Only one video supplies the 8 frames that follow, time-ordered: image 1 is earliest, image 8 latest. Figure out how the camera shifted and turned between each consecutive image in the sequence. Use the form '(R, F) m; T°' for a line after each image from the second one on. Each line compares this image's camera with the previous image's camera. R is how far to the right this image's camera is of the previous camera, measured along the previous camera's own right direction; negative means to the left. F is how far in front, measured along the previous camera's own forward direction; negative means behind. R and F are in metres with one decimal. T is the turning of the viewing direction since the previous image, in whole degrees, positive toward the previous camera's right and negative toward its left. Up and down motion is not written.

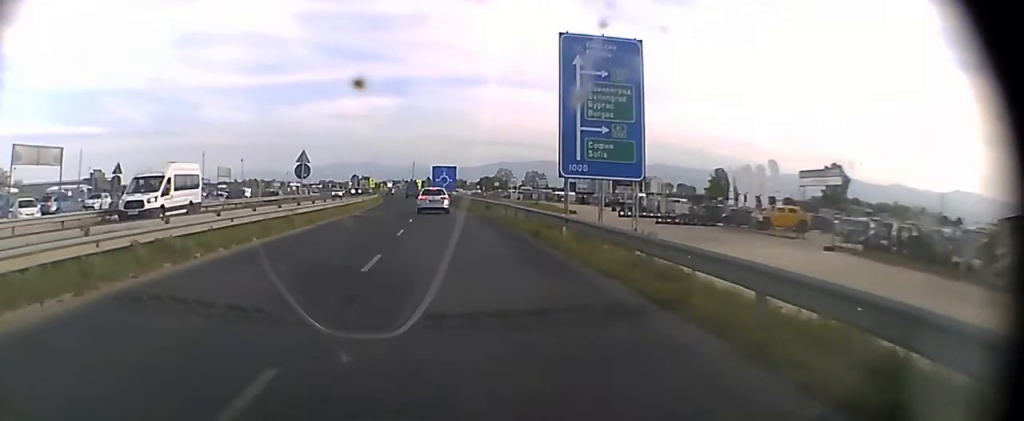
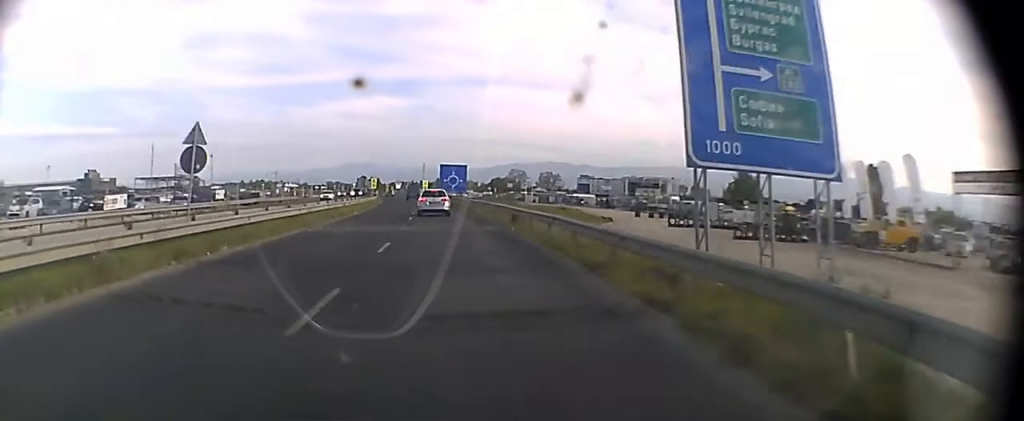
(0.0, +13.9) m; 0°
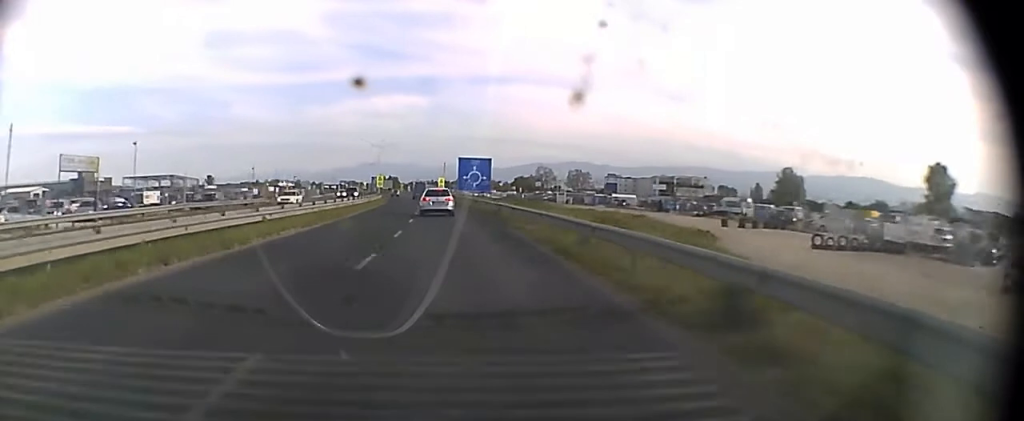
(-0.1, +21.7) m; -2°
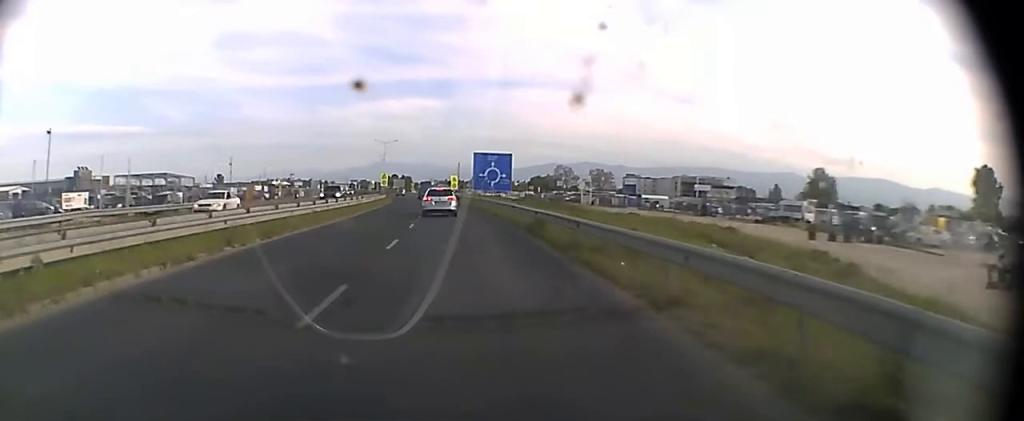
(-0.2, +13.6) m; -1°
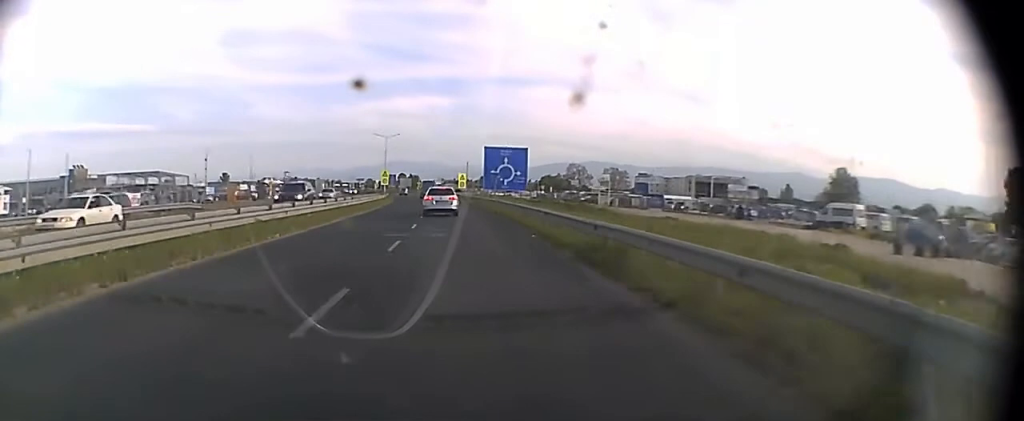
(-0.1, +9.6) m; -1°
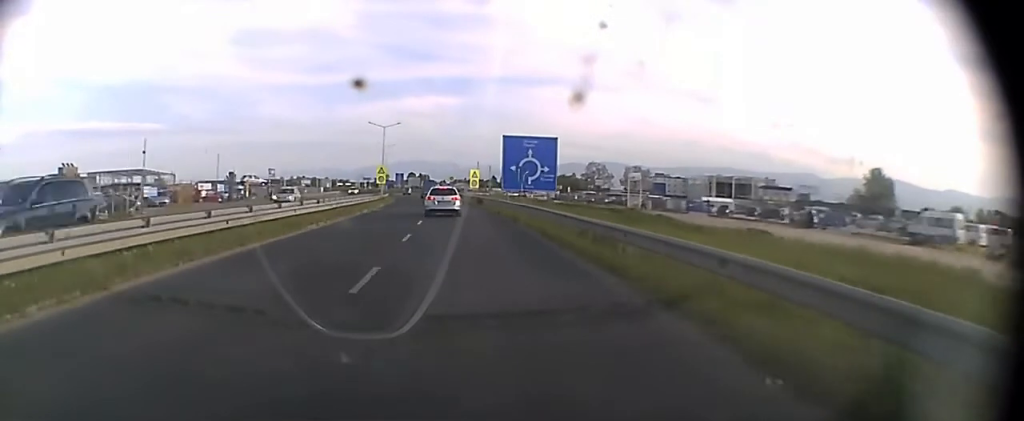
(-0.1, +15.3) m; -1°
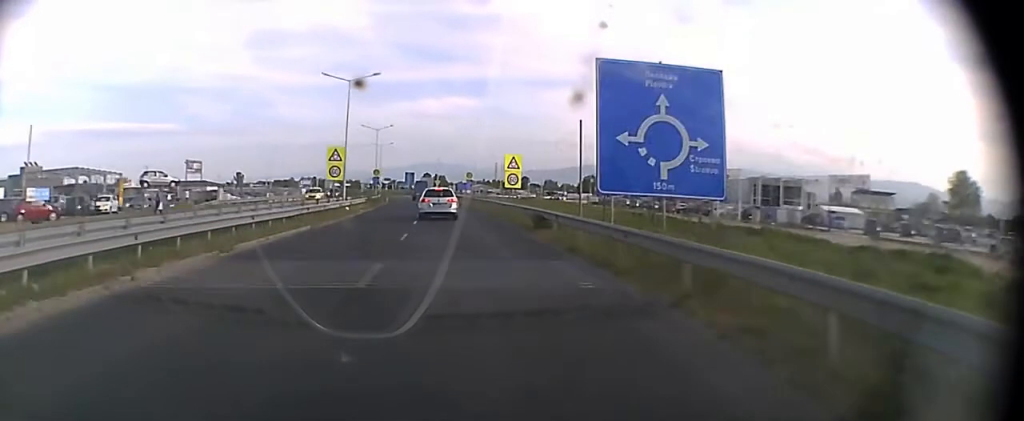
(-0.6, +37.2) m; -2°
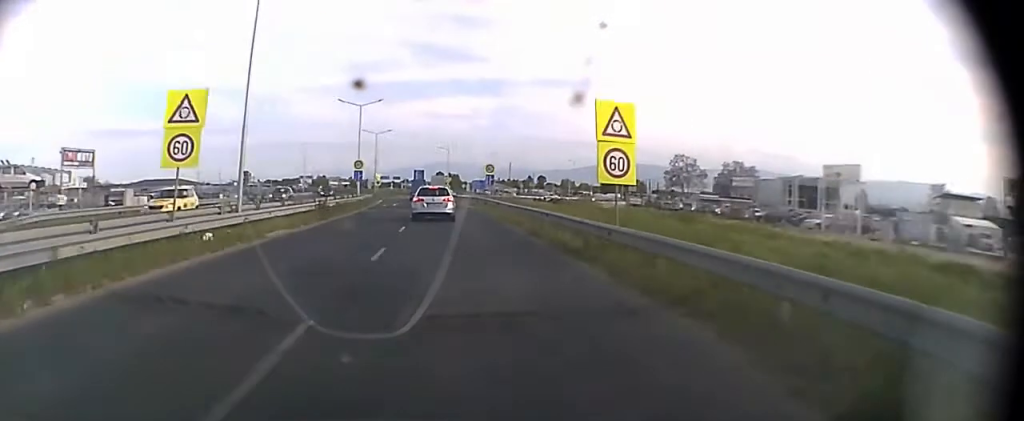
(-0.1, +21.6) m; -1°
